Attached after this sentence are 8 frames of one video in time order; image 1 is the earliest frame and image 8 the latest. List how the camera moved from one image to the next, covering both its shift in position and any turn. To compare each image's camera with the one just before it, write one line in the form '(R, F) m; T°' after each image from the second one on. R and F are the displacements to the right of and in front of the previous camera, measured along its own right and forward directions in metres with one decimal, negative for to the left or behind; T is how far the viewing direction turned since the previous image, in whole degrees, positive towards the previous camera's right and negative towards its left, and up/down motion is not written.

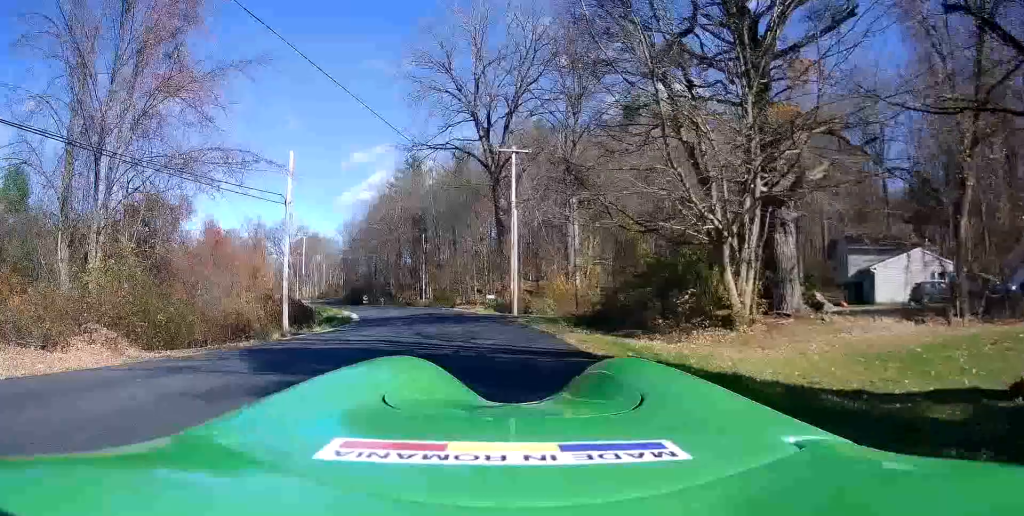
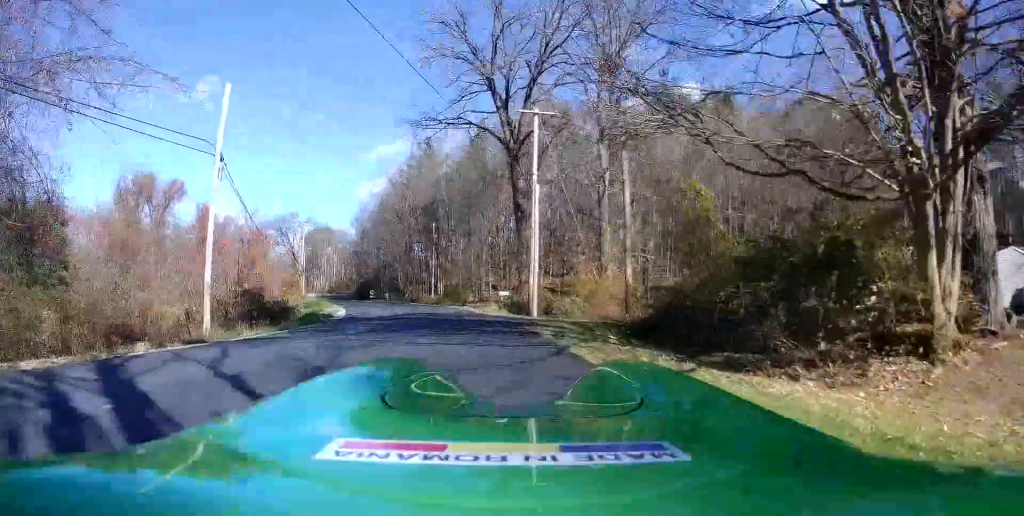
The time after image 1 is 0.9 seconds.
(0.0, +8.9) m; -3°
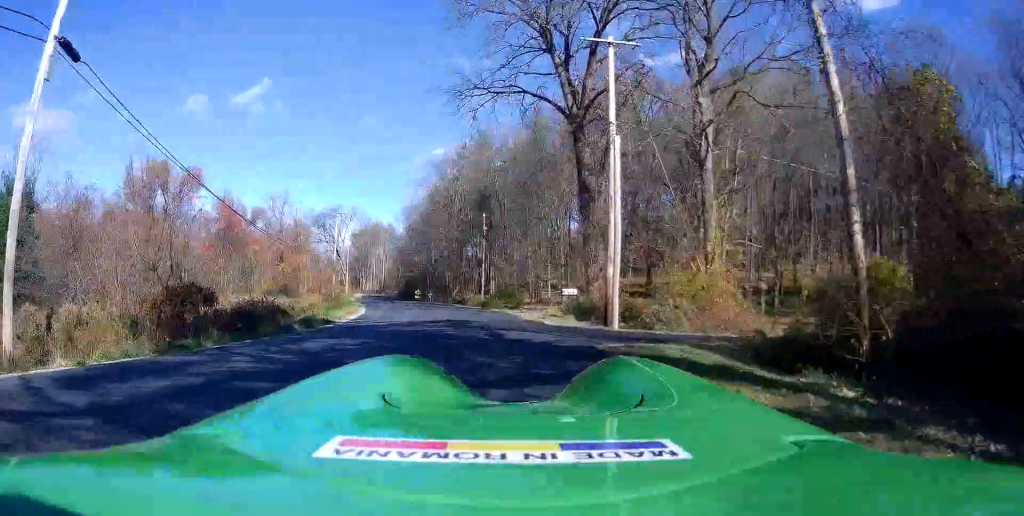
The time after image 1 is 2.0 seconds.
(-0.4, +11.4) m; +1°
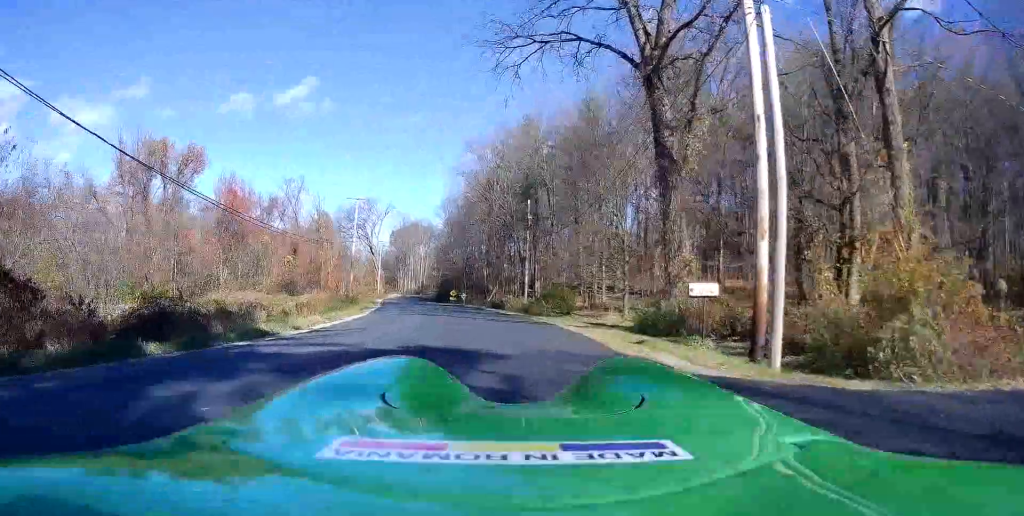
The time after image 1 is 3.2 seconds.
(+0.3, +11.2) m; -6°
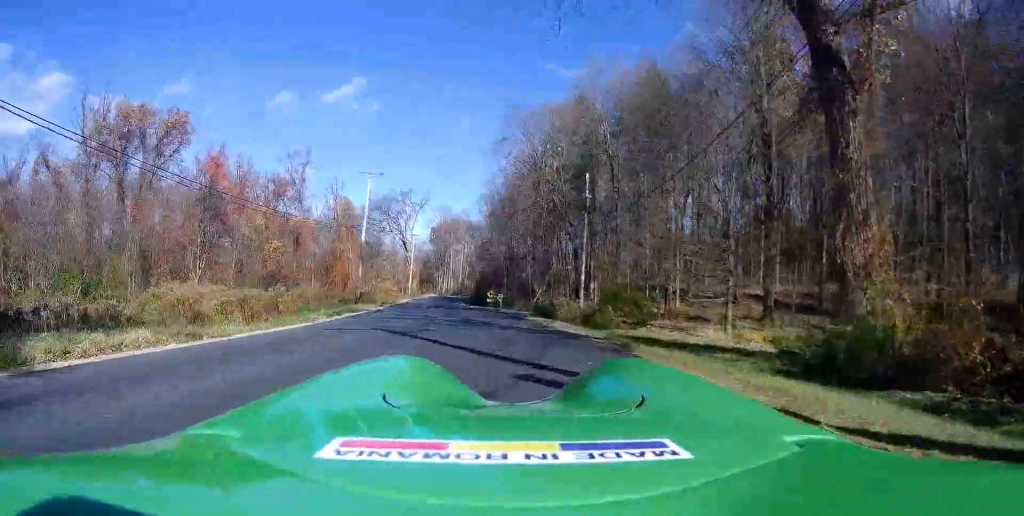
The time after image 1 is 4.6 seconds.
(-1.9, +12.8) m; -9°
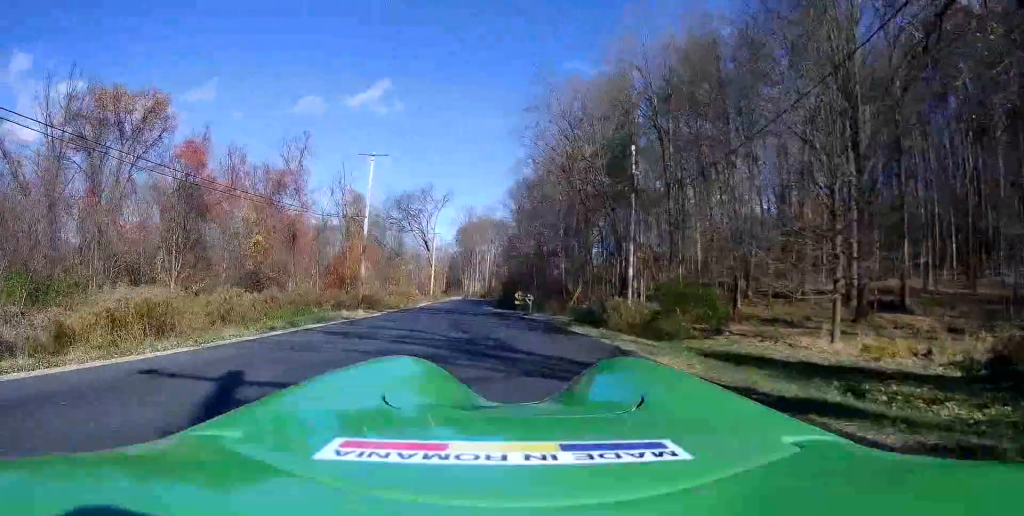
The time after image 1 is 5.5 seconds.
(+0.2, +7.7) m; 0°
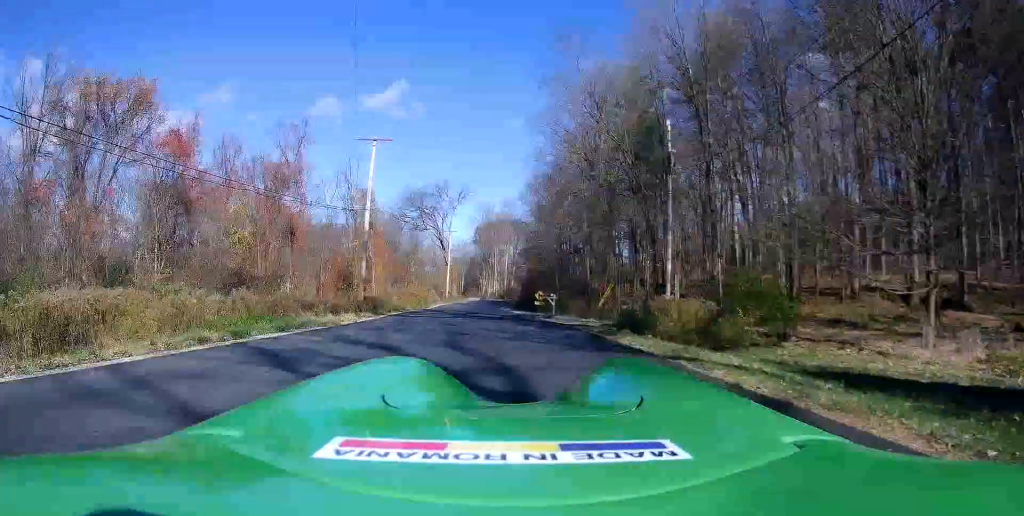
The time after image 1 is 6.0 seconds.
(+0.2, +4.4) m; 0°
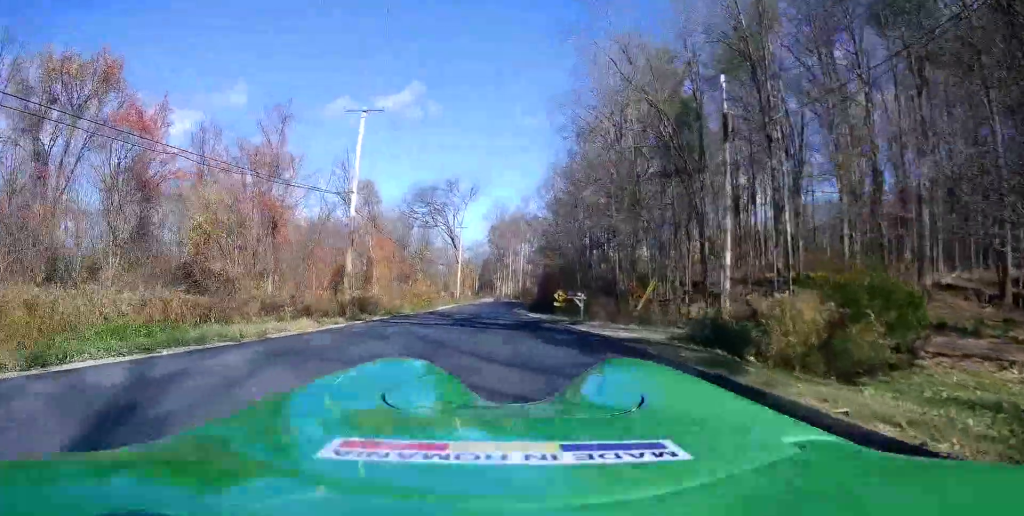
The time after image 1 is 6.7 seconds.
(-0.4, +6.2) m; -3°
